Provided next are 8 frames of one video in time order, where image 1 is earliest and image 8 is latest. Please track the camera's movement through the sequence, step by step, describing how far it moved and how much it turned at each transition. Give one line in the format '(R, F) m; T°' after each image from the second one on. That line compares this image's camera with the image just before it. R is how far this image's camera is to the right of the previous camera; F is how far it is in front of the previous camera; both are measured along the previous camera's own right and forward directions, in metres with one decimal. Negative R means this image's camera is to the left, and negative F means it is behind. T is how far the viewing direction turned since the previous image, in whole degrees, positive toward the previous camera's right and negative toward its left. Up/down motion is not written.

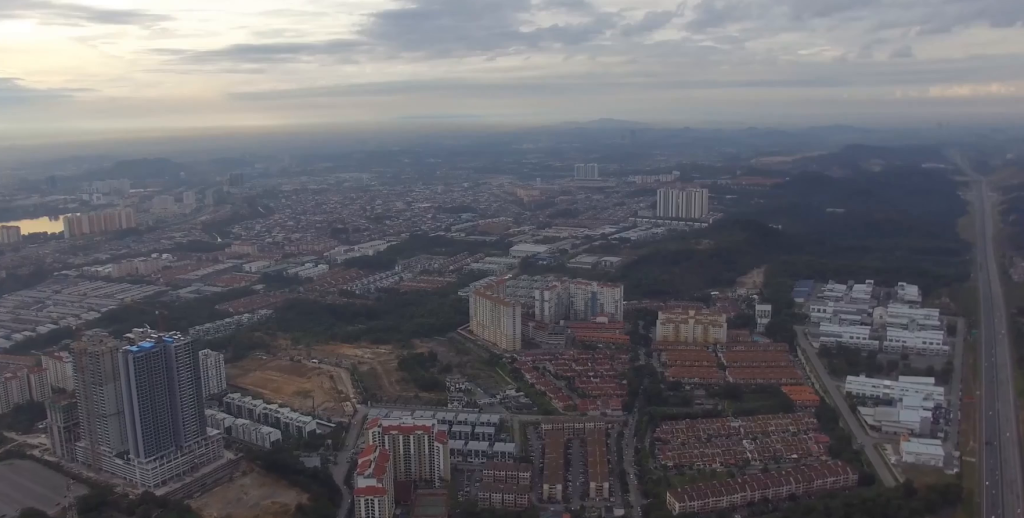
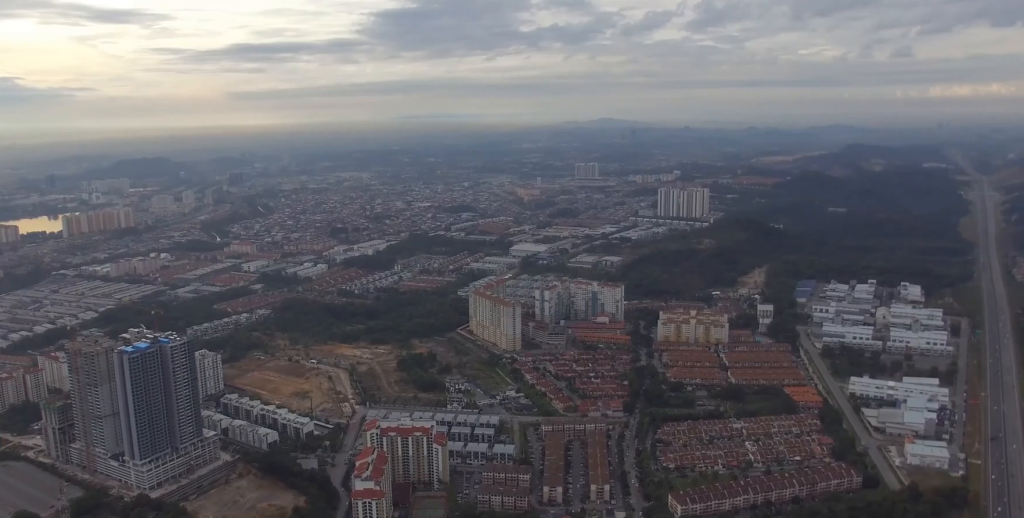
(0.0, +8.9) m; 0°
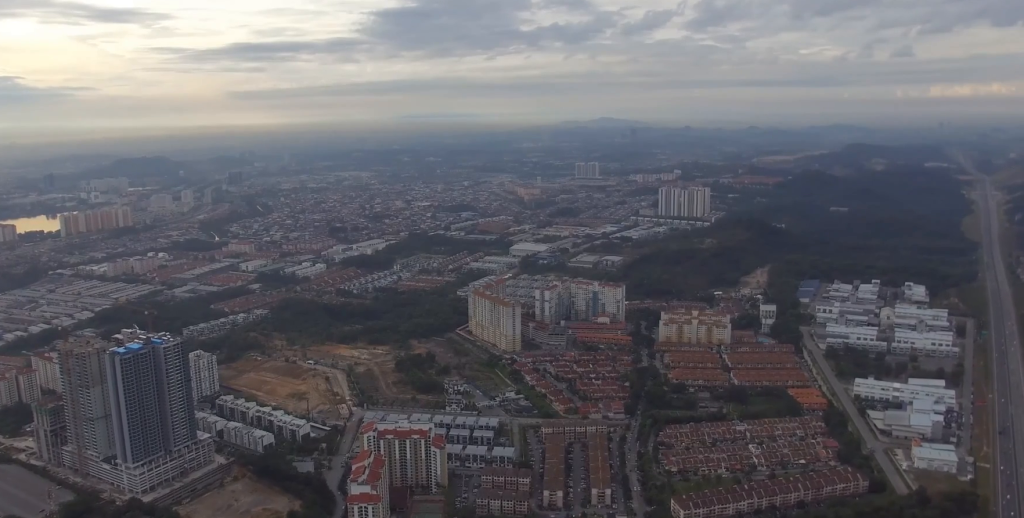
(0.0, +13.7) m; 0°
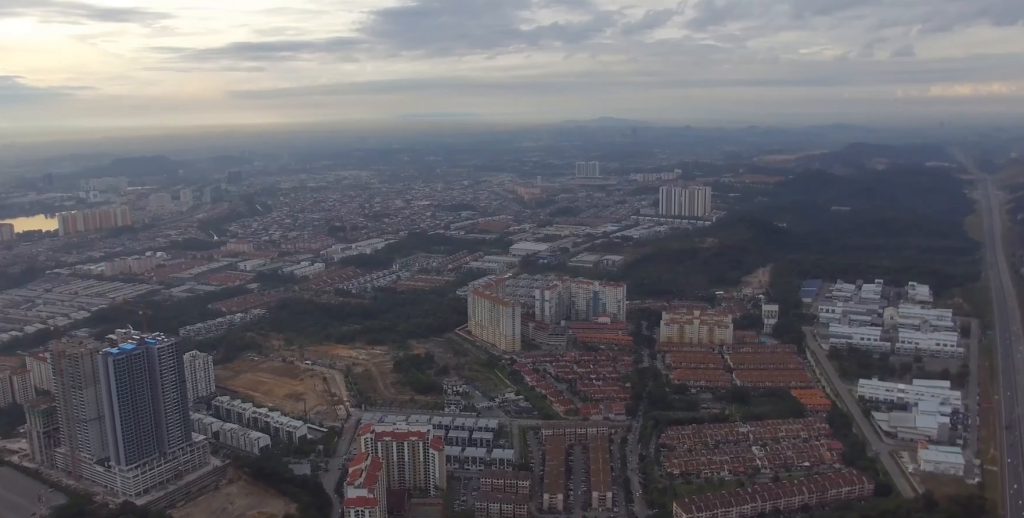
(0.0, +10.9) m; 0°
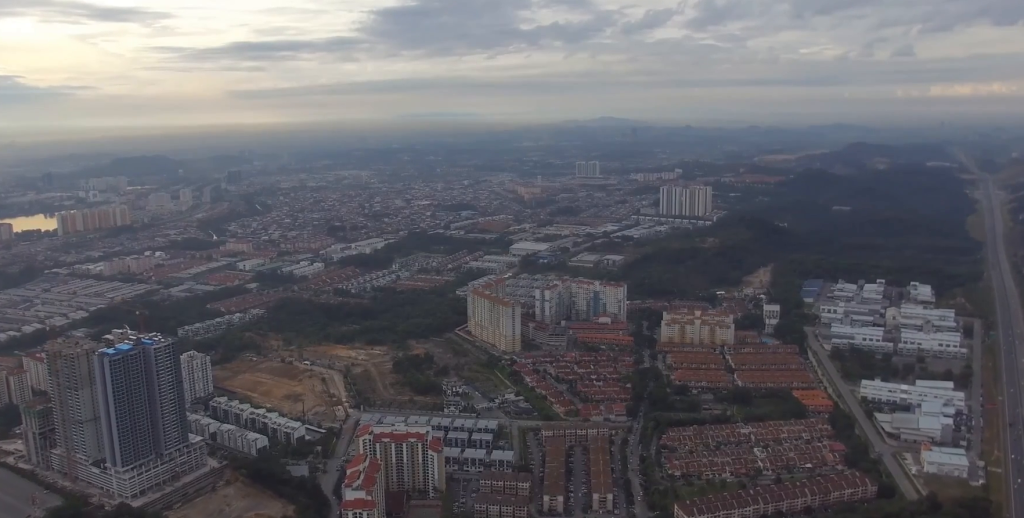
(0.0, +6.1) m; 0°
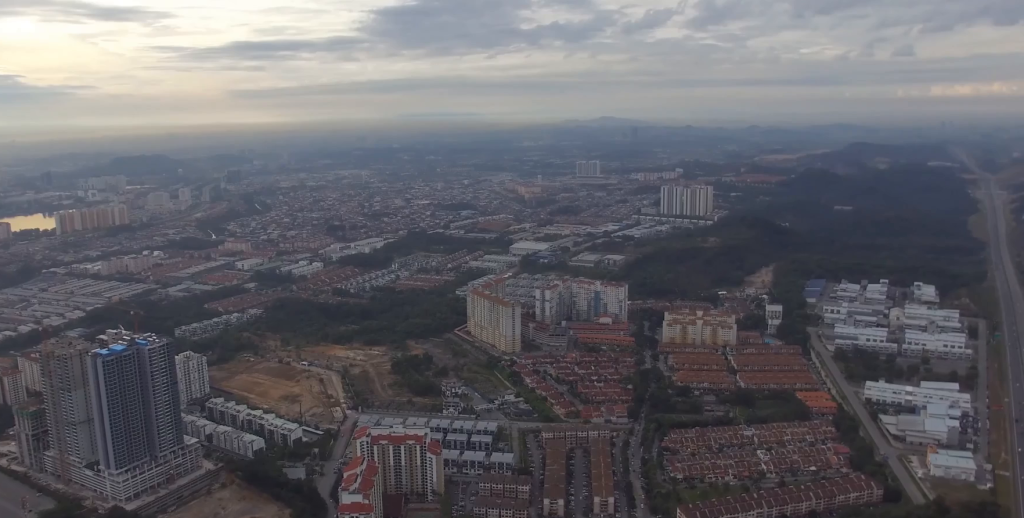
(0.0, +10.6) m; 0°
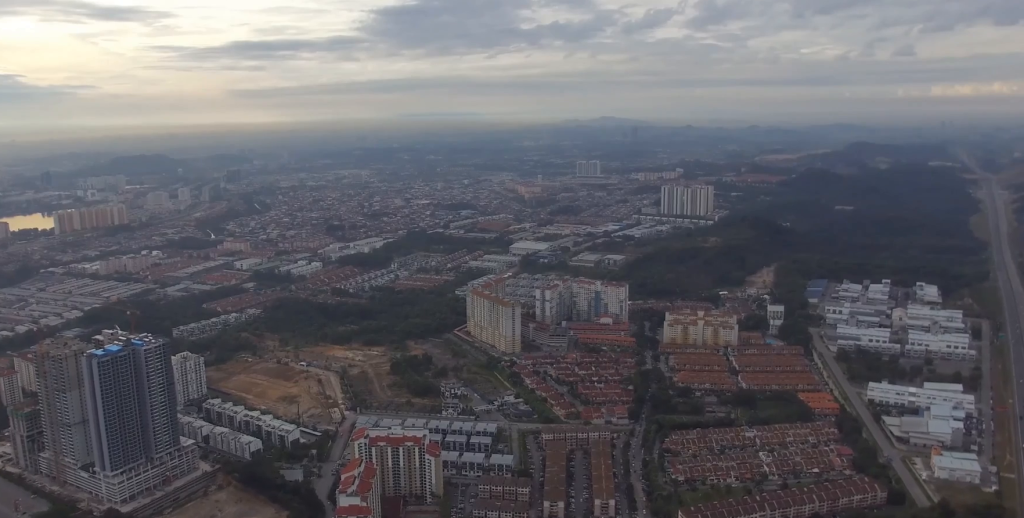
(0.0, +7.3) m; 0°
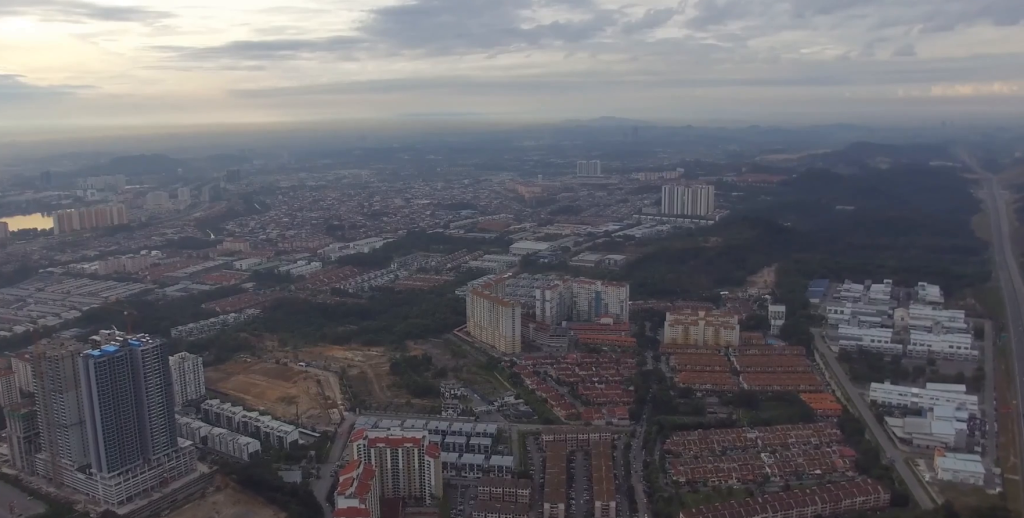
(0.0, +5.3) m; 0°
